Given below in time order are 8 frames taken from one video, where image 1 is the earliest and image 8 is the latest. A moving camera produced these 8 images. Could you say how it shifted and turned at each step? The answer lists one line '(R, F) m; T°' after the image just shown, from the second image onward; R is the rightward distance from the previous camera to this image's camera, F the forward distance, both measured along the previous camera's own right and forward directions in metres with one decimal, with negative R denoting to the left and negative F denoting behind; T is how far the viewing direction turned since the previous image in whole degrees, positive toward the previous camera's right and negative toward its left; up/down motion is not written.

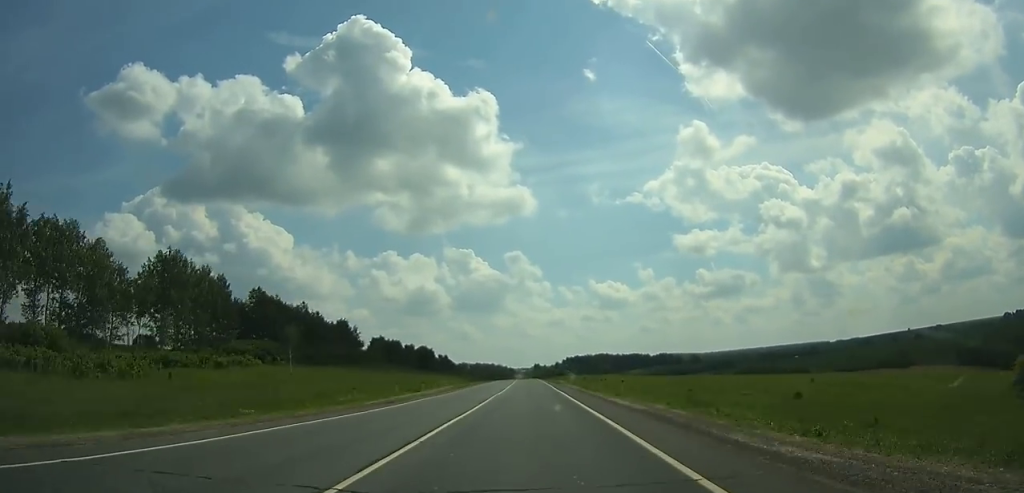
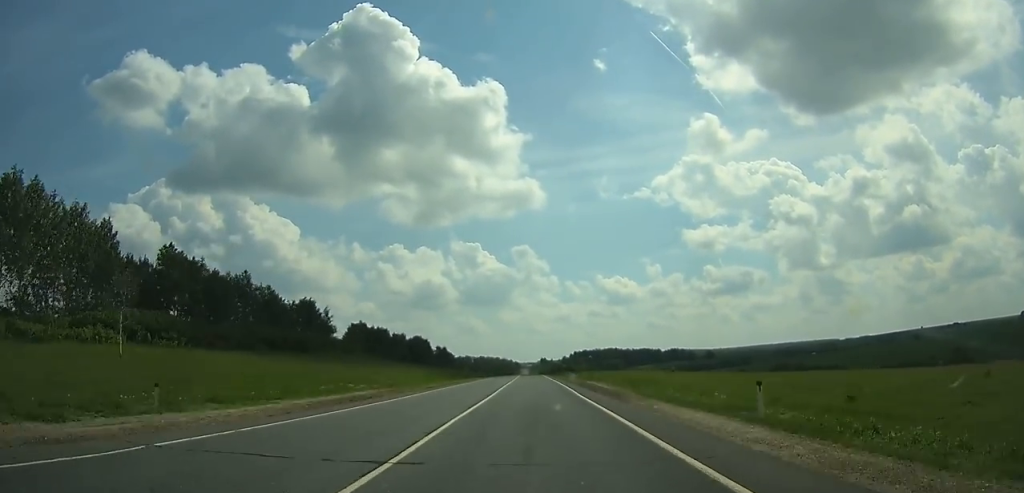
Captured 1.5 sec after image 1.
(-0.3, +39.6) m; -1°
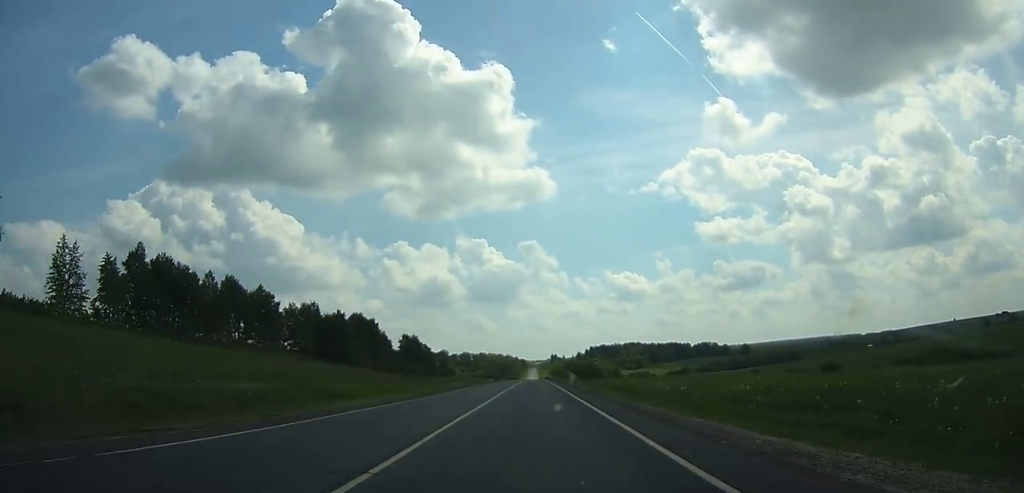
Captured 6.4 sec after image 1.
(-1.9, +138.5) m; -1°
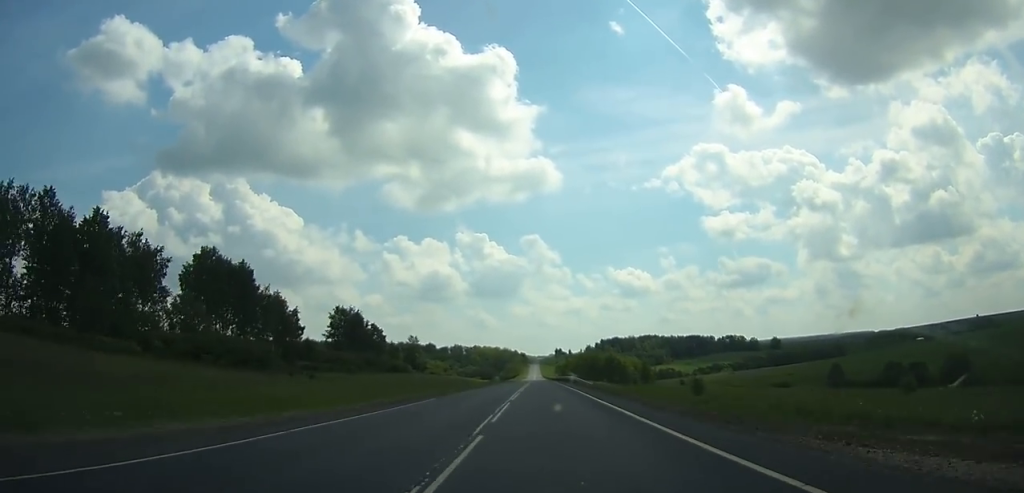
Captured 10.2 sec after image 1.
(-0.3, +110.4) m; 0°
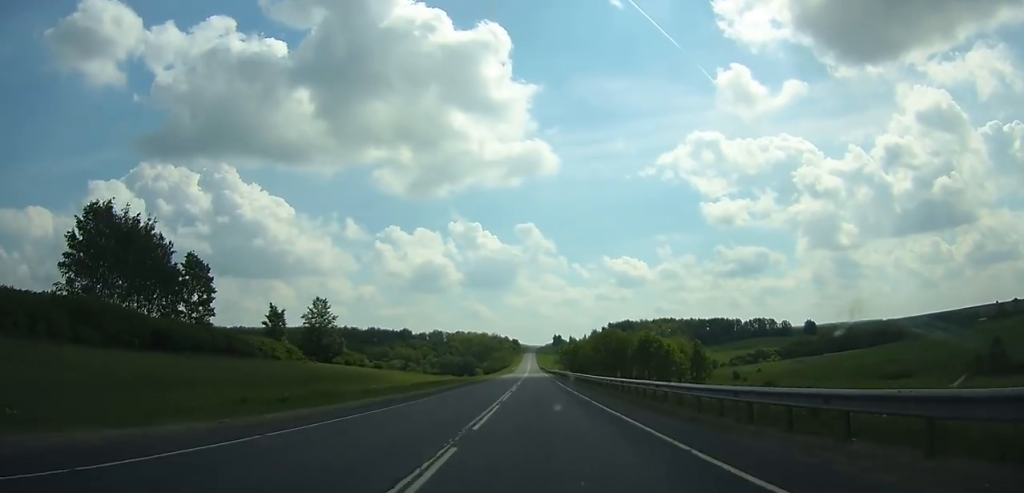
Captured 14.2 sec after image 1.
(+0.5, +114.5) m; 0°
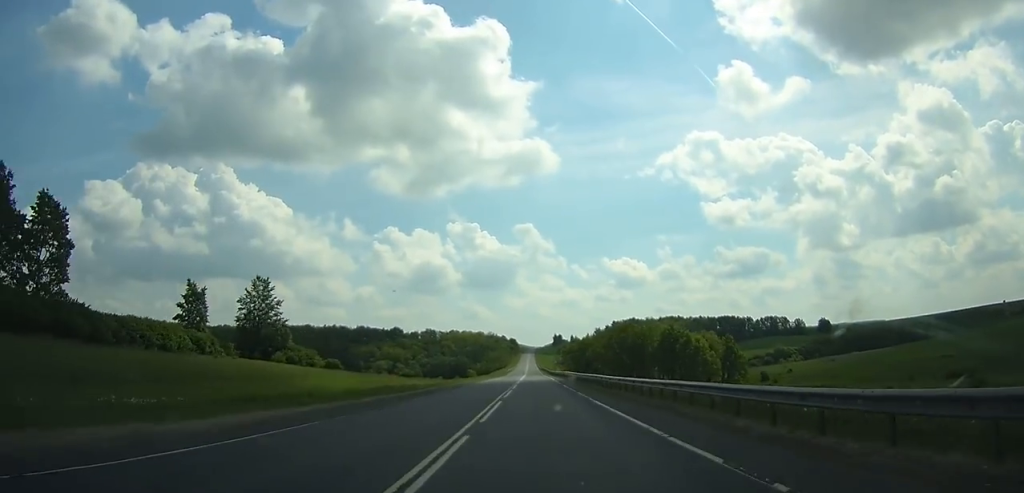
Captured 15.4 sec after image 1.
(0.0, +34.1) m; 0°
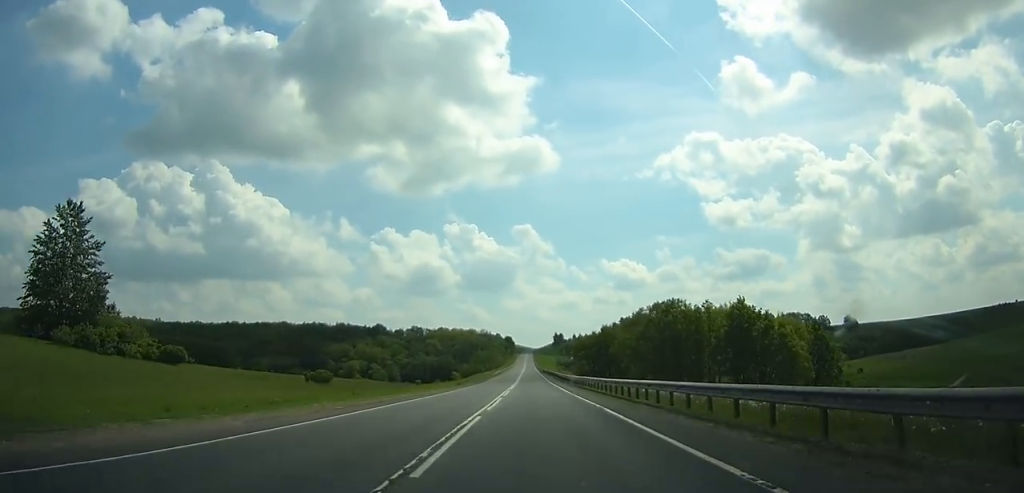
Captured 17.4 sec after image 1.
(0.0, +56.9) m; 0°
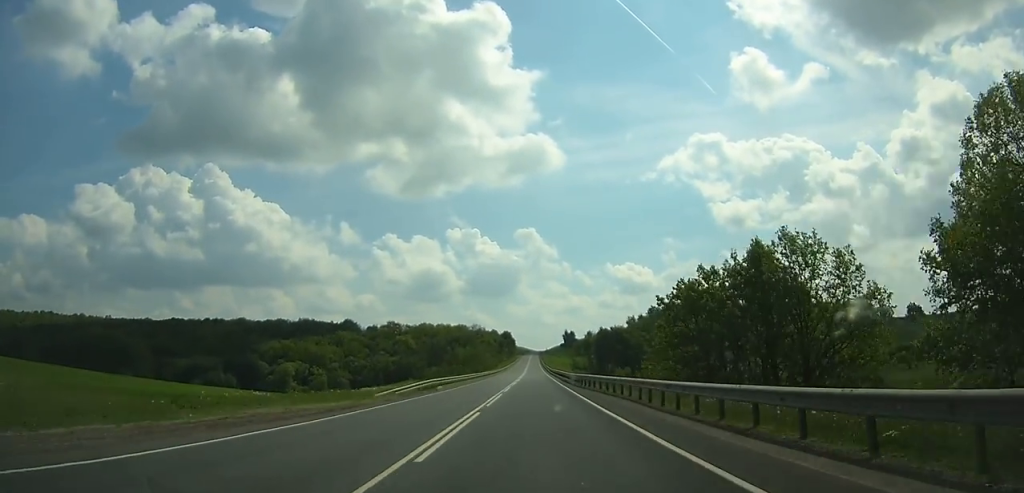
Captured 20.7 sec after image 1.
(0.0, +93.7) m; 0°
